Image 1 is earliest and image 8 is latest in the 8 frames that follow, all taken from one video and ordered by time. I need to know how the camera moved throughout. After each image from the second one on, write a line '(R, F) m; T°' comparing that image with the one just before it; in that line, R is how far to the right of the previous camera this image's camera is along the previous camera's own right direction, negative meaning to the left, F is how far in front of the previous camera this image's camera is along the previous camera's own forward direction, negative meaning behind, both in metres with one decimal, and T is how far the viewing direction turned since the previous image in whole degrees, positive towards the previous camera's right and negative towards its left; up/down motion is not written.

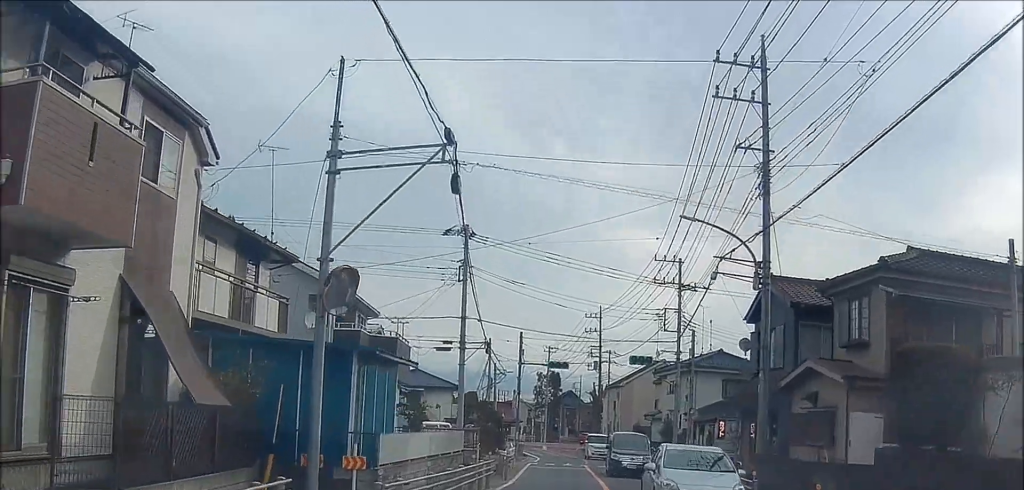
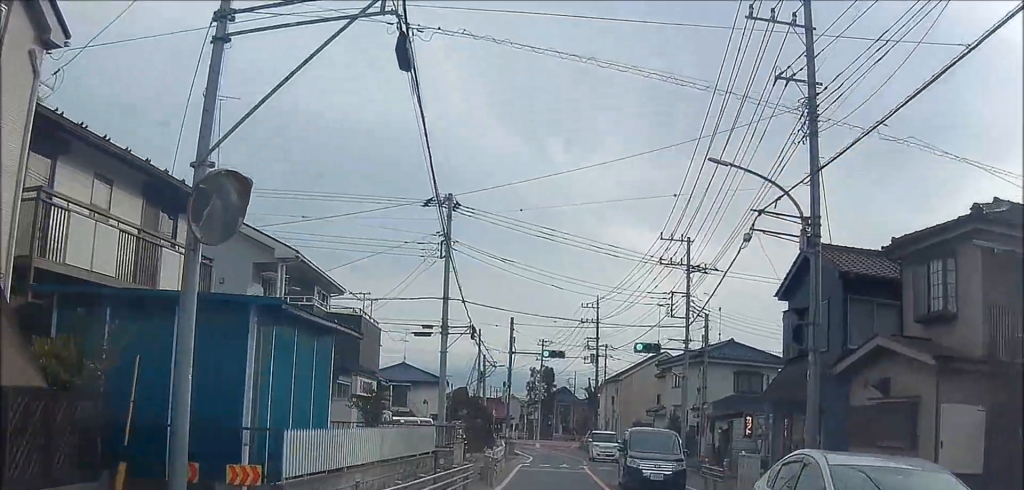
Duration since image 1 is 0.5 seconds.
(0.0, +6.2) m; -1°
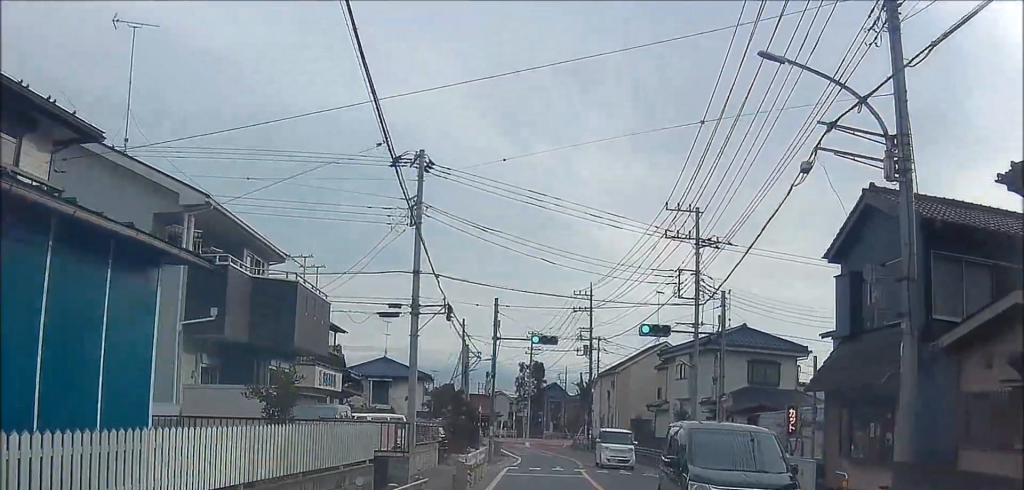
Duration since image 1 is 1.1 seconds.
(-0.1, +6.9) m; -1°
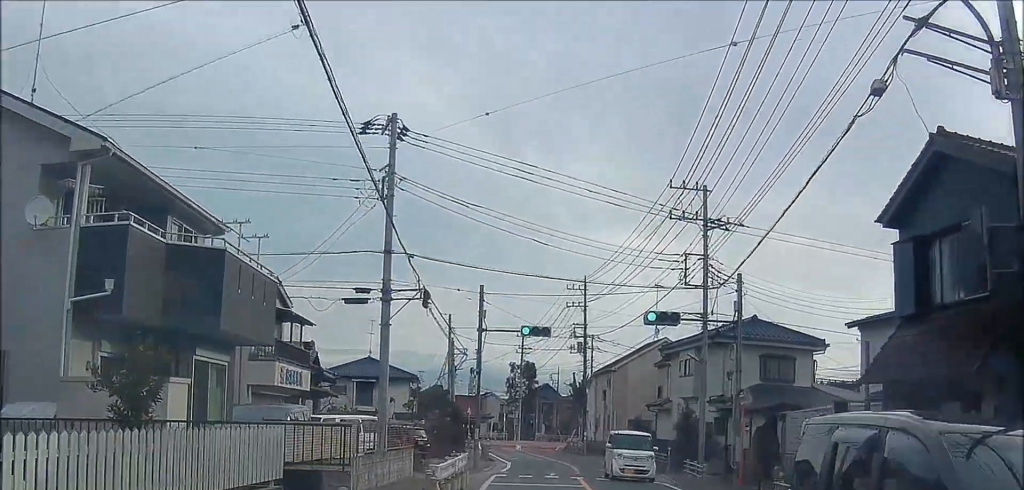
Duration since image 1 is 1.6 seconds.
(0.0, +5.0) m; 0°
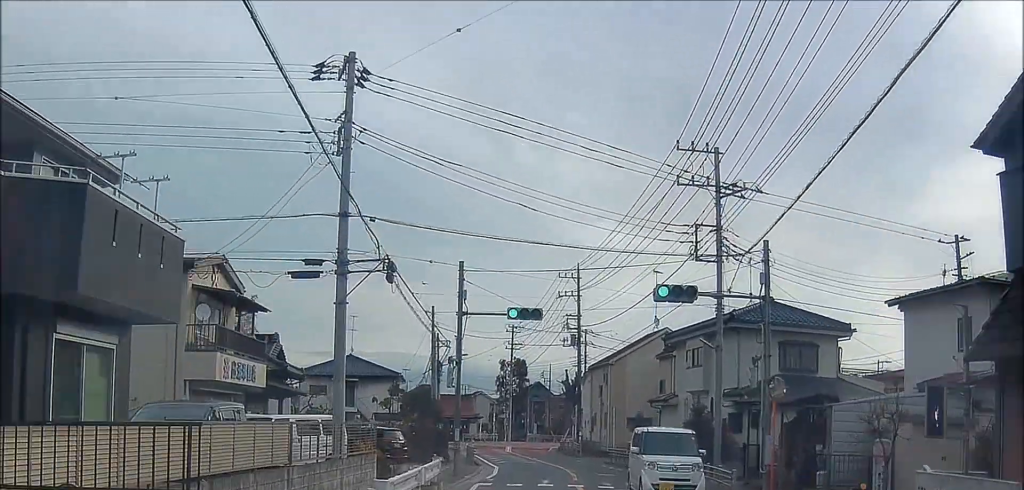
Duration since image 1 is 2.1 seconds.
(0.0, +5.8) m; +1°
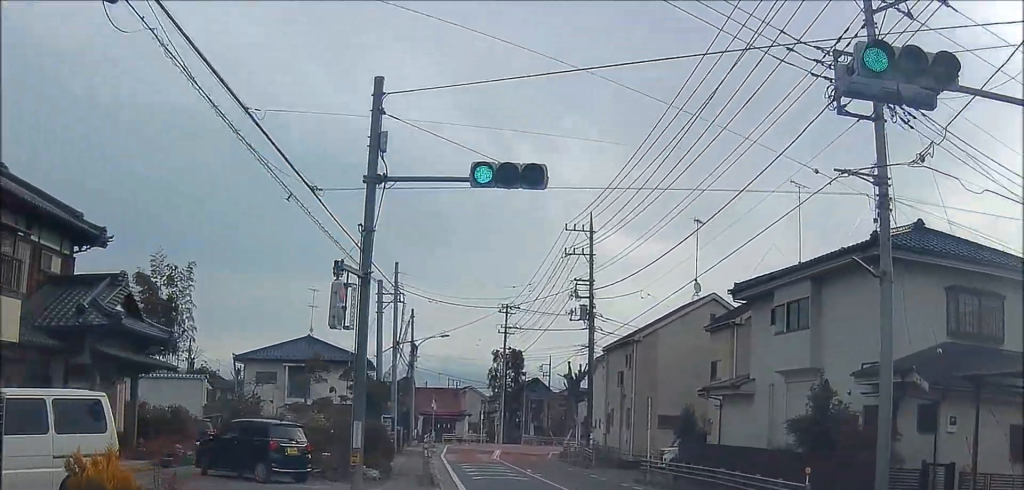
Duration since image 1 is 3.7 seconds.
(+0.4, +19.0) m; +1°
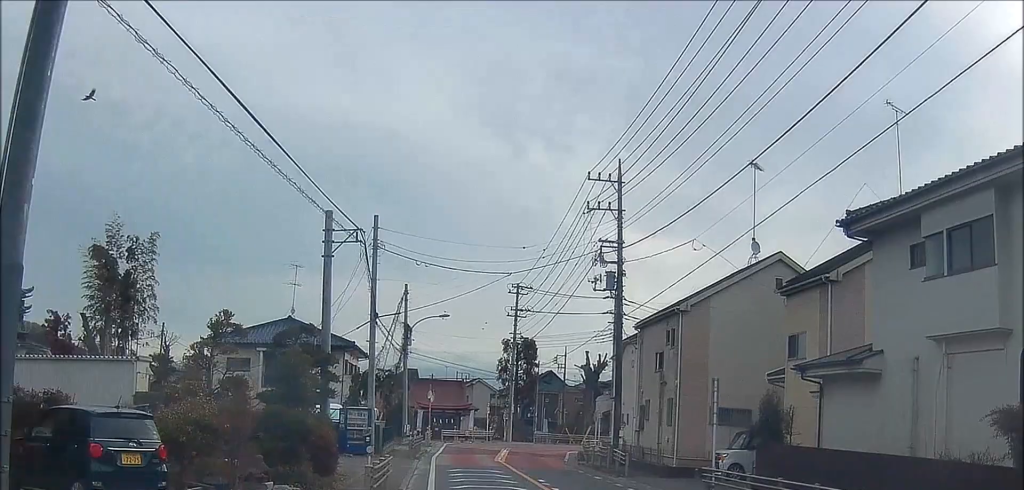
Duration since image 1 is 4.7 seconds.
(-0.2, +11.7) m; -2°
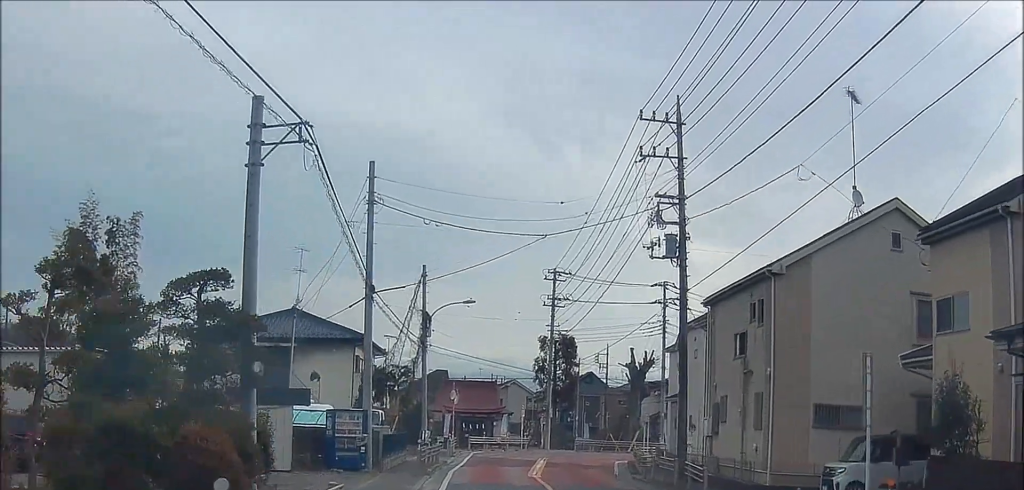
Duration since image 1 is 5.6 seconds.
(-0.1, +10.0) m; -2°
